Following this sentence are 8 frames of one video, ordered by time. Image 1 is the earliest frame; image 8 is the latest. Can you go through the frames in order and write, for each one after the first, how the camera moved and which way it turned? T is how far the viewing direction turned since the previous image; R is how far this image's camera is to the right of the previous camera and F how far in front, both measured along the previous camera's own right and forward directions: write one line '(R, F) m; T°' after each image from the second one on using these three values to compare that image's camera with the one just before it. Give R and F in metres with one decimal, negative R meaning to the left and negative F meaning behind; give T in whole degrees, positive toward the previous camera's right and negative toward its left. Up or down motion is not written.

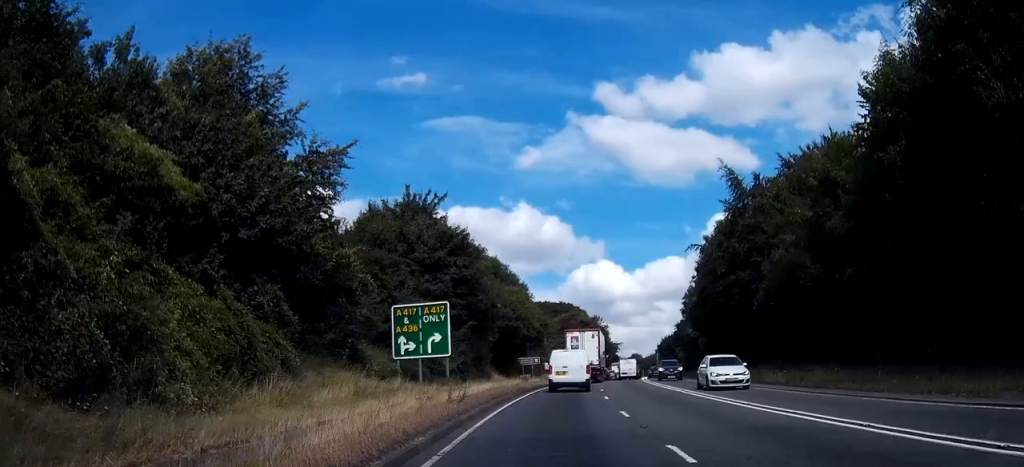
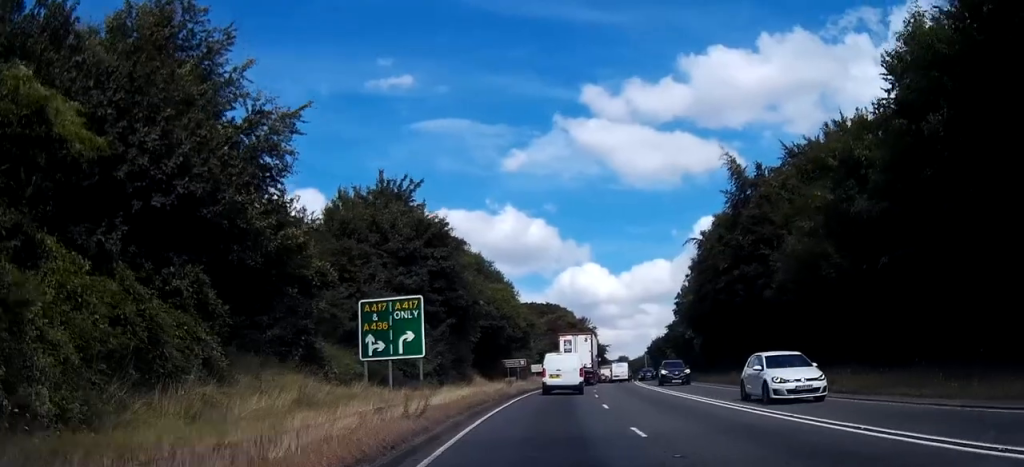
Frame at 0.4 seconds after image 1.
(+0.2, +4.3) m; +1°
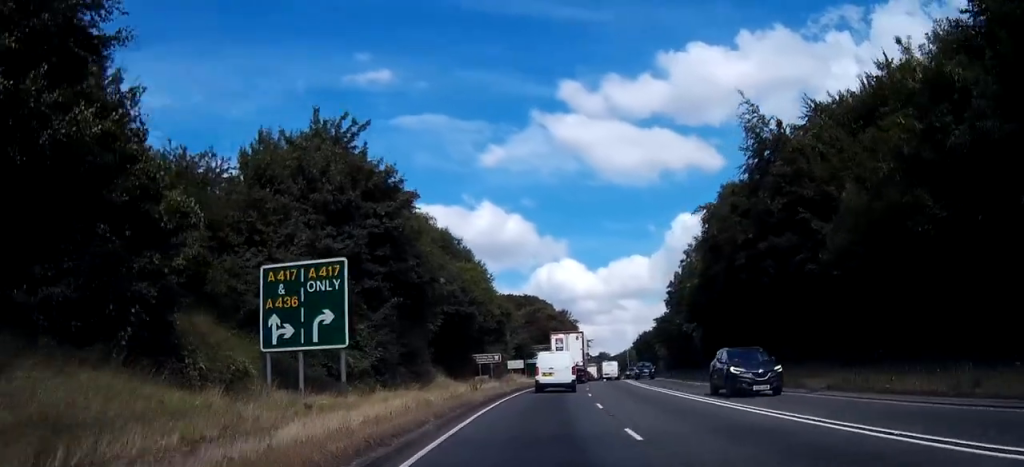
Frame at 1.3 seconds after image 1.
(+0.1, +9.8) m; +1°
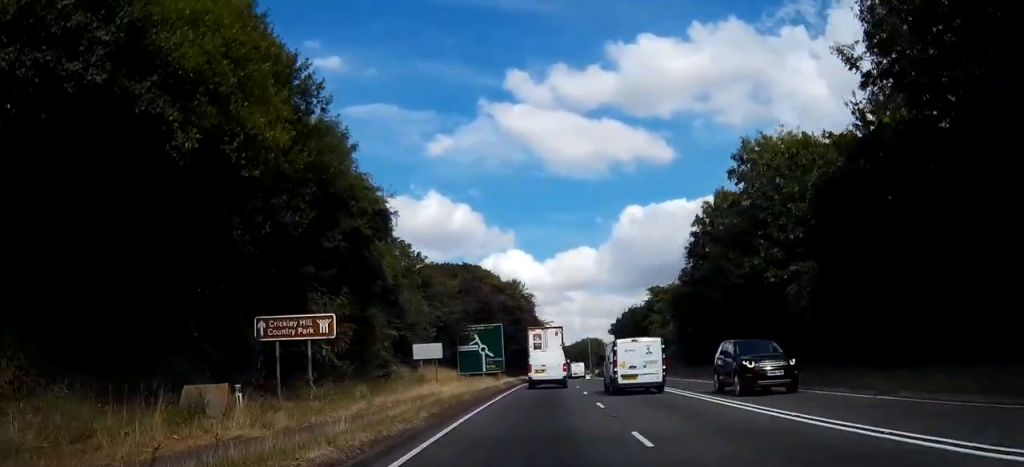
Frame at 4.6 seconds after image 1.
(-0.4, +36.1) m; -1°
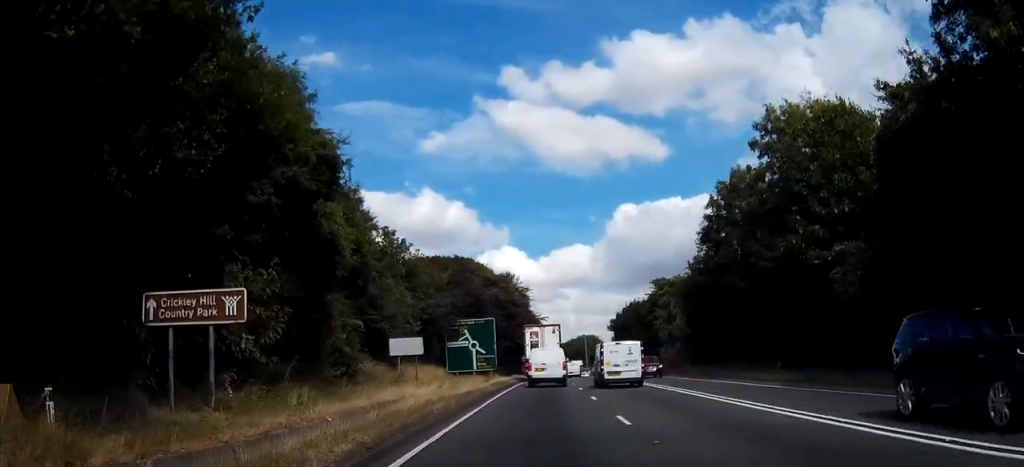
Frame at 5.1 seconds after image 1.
(0.0, +5.6) m; 0°
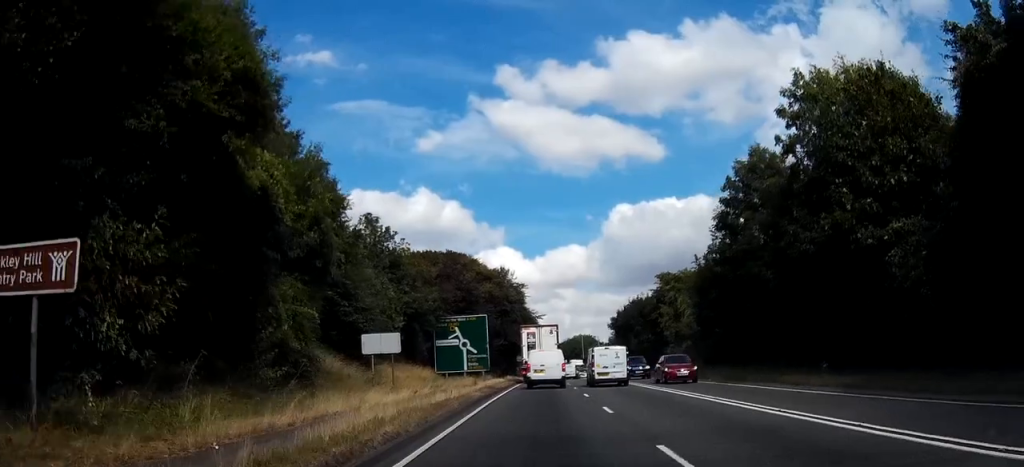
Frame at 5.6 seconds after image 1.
(0.0, +5.2) m; 0°
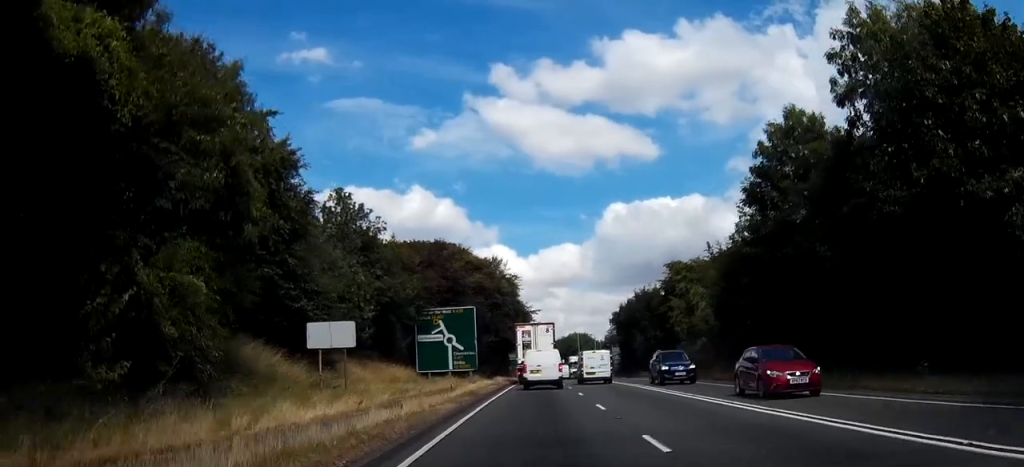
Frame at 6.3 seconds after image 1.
(0.0, +7.0) m; -1°
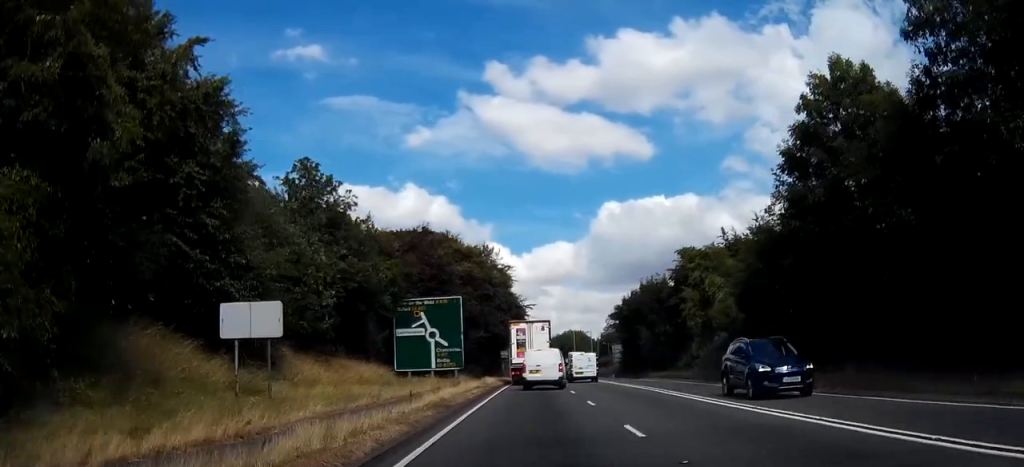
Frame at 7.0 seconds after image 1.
(0.0, +6.6) m; -1°
